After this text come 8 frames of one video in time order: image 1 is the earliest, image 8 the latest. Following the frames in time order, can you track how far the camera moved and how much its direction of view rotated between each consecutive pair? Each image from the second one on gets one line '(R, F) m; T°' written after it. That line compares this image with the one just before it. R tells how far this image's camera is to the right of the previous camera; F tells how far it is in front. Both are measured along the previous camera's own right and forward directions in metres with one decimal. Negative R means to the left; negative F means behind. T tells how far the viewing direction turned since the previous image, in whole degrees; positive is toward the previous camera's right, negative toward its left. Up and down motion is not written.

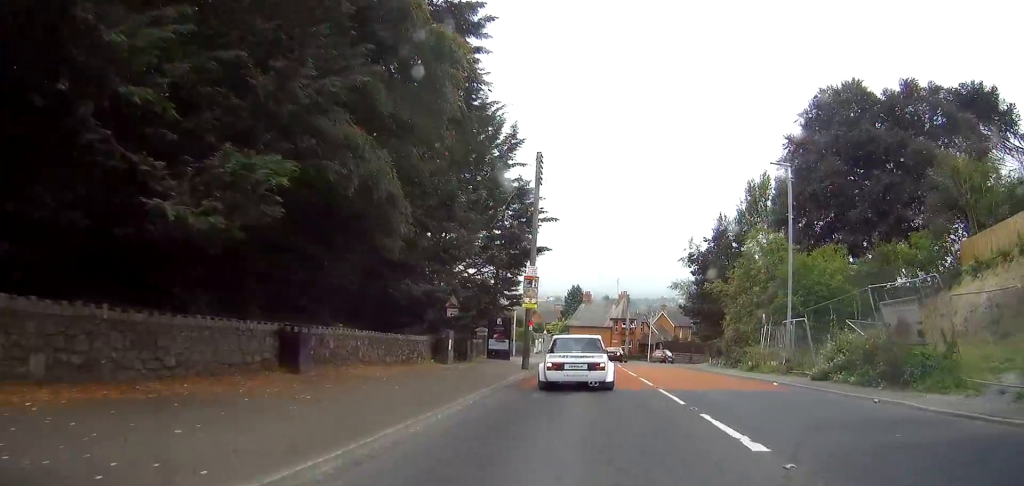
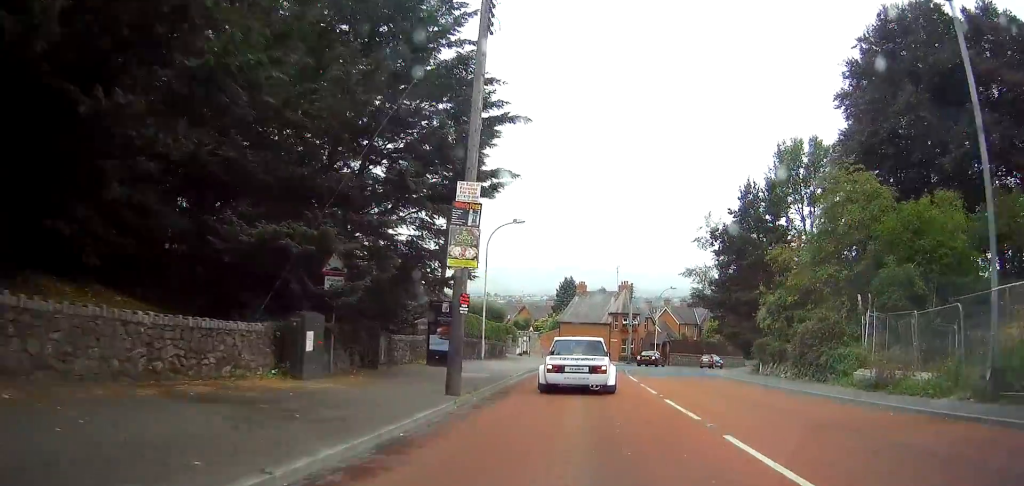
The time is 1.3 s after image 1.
(0.0, +14.3) m; 0°
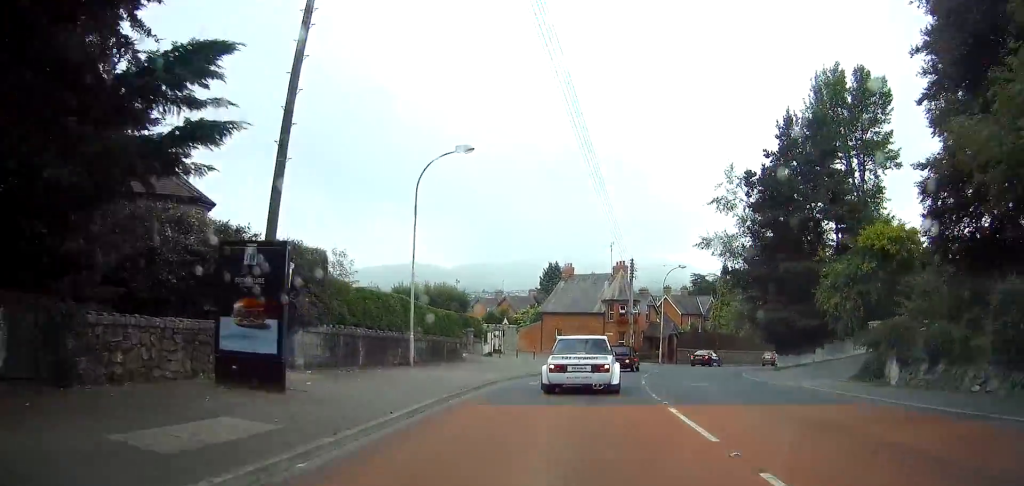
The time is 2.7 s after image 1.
(+0.2, +14.9) m; +2°
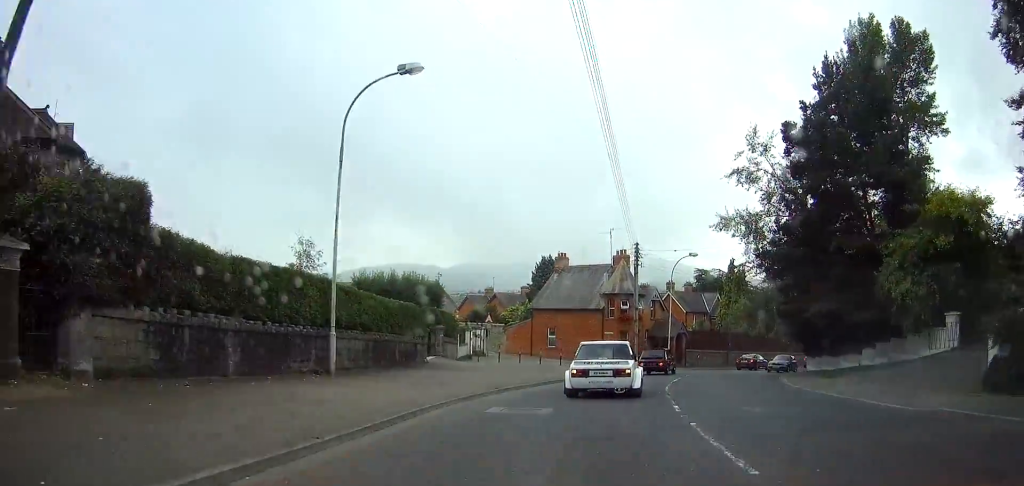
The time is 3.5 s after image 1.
(+0.1, +8.2) m; +1°
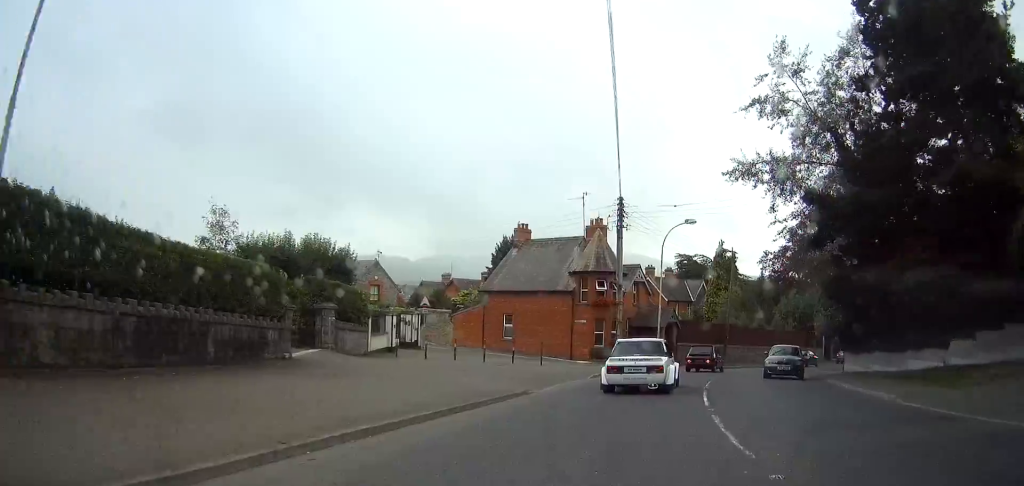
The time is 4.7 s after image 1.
(+0.2, +12.1) m; +4°
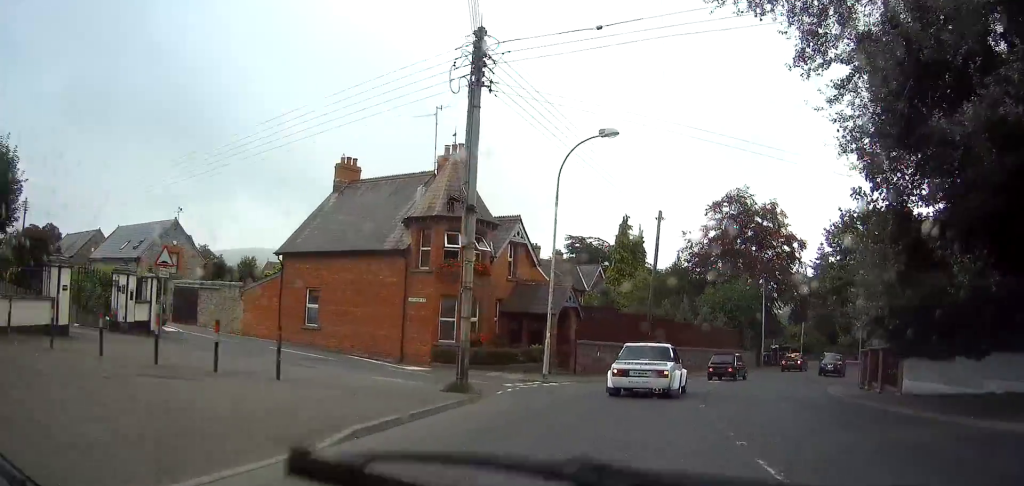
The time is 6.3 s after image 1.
(+1.9, +17.0) m; +11°
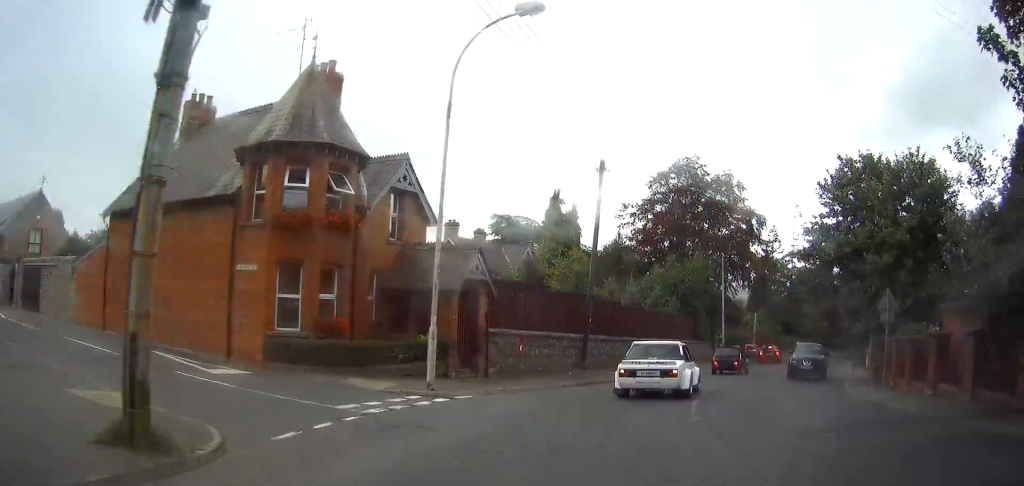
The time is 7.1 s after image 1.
(+0.3, +8.8) m; +5°
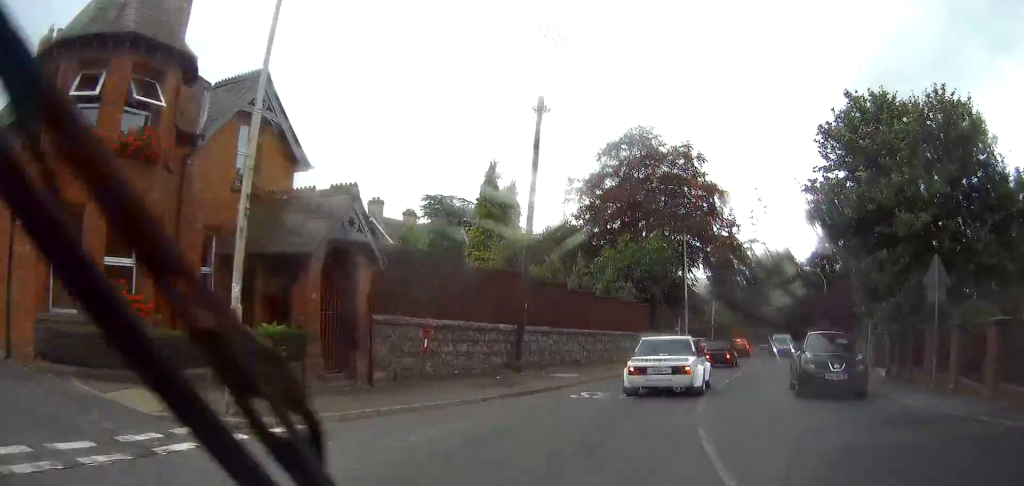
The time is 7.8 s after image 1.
(-0.2, +6.6) m; +4°
